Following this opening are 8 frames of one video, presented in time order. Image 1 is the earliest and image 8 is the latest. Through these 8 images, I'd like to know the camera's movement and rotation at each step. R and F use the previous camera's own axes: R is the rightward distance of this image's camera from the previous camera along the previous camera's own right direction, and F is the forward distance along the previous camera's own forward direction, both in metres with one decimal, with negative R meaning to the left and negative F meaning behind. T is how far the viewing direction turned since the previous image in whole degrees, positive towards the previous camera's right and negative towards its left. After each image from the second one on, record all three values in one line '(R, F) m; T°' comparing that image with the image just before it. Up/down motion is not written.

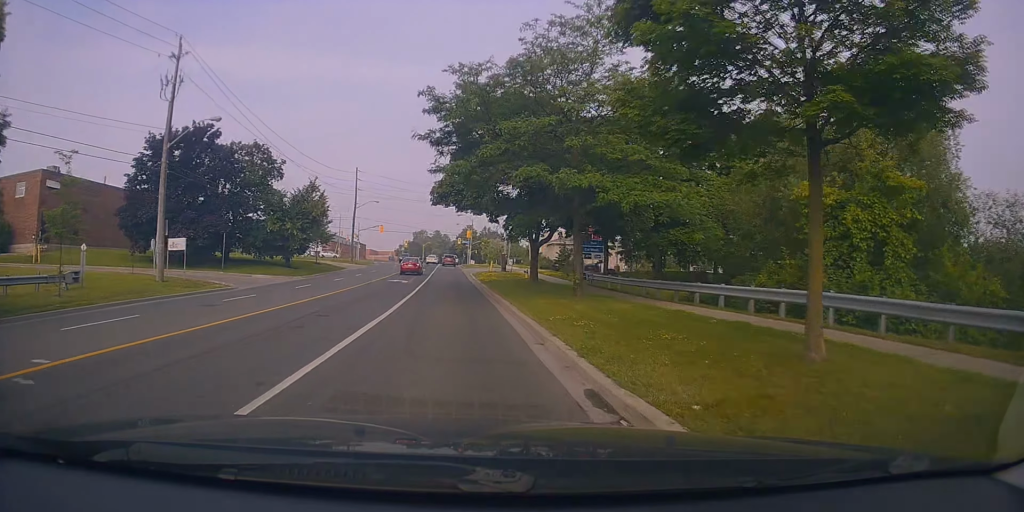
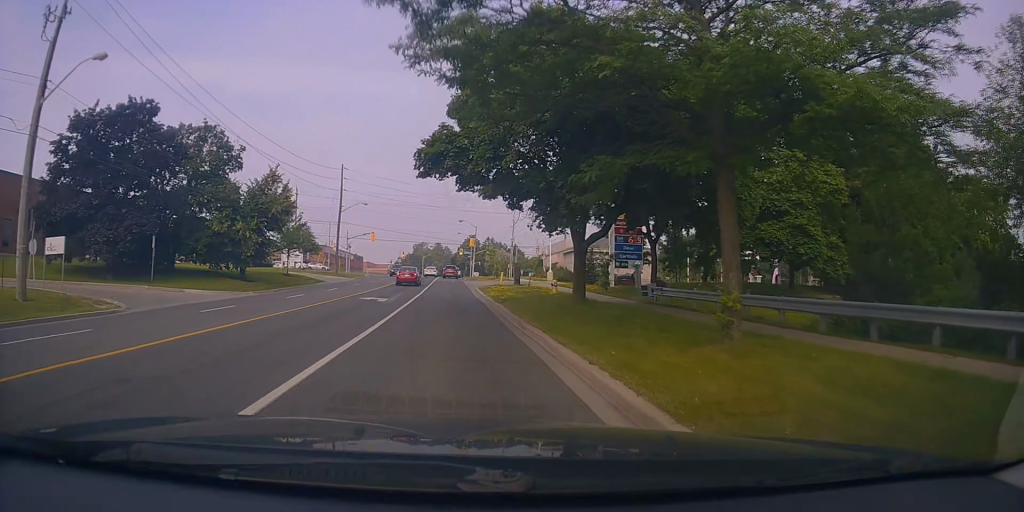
(-0.4, +11.1) m; -1°
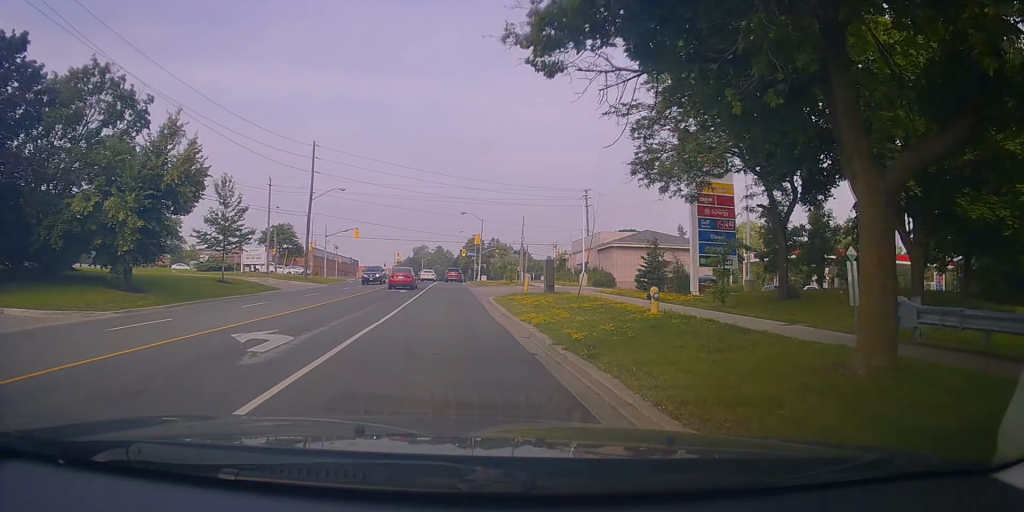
(+0.1, +14.7) m; -2°
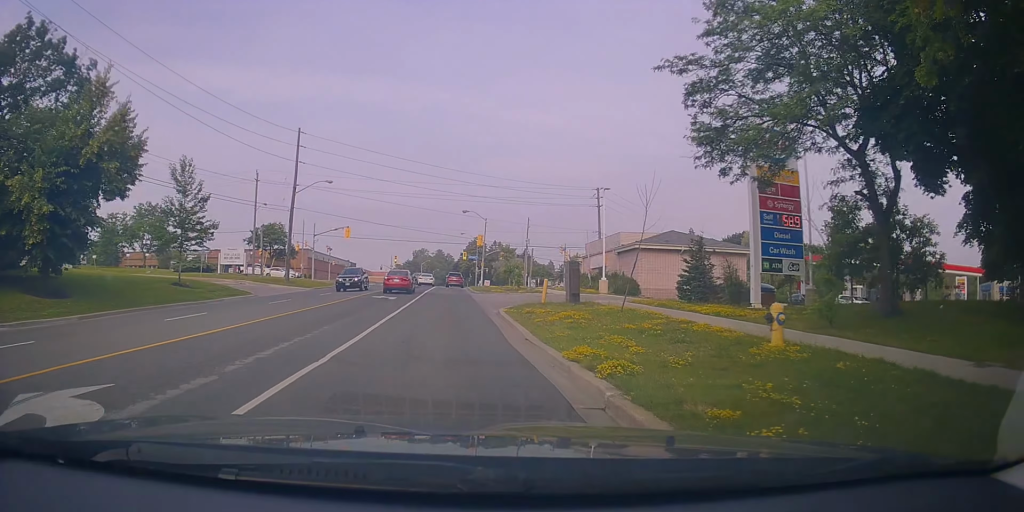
(+0.2, +6.1) m; -1°
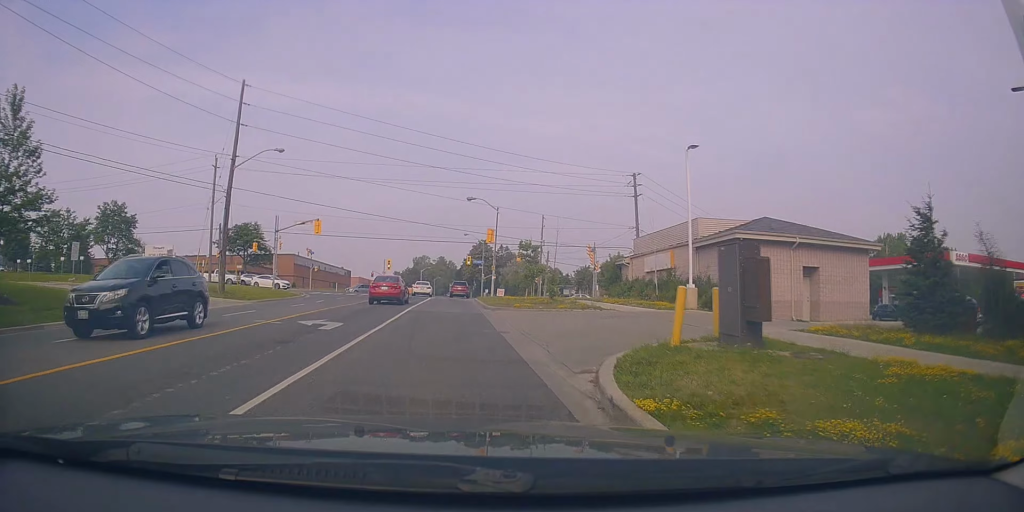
(-0.9, +14.2) m; 0°
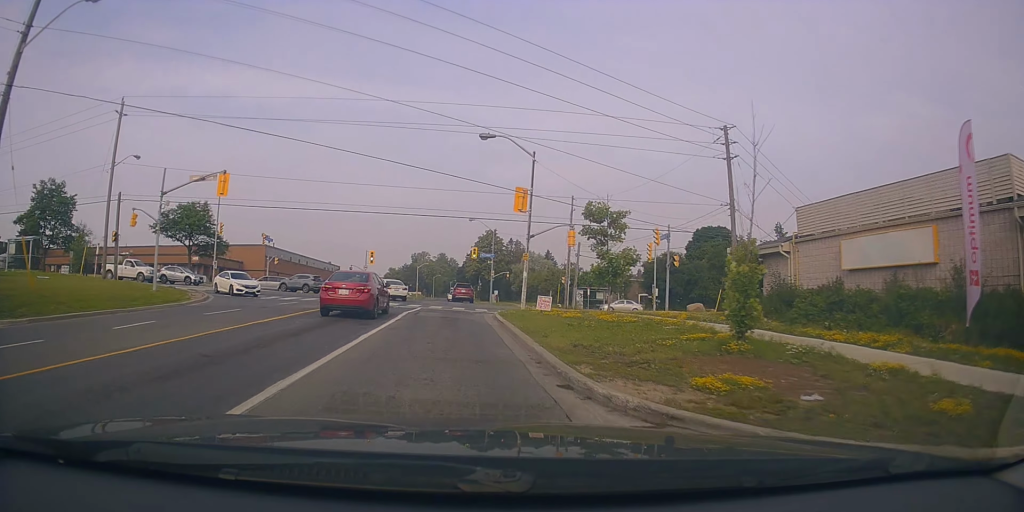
(+0.9, +20.0) m; +2°
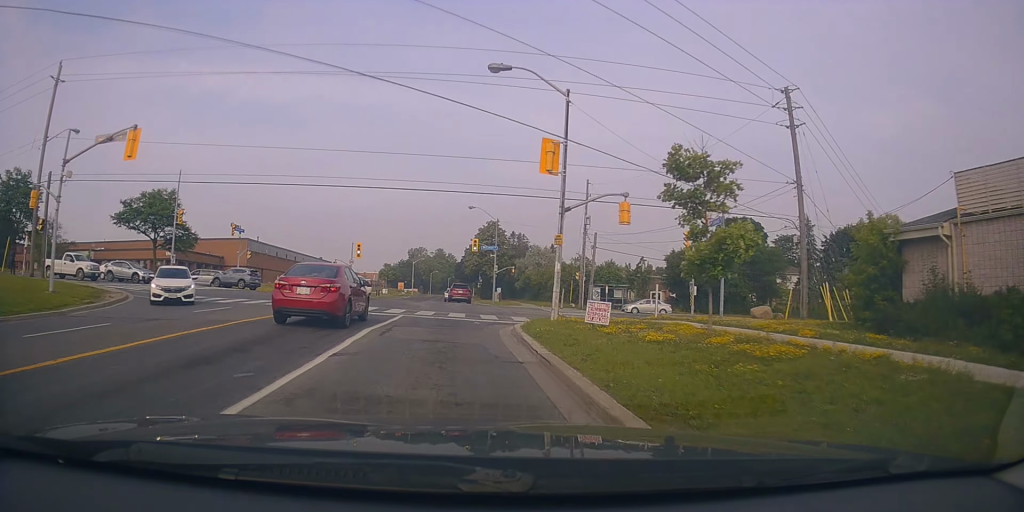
(-0.1, +8.5) m; 0°
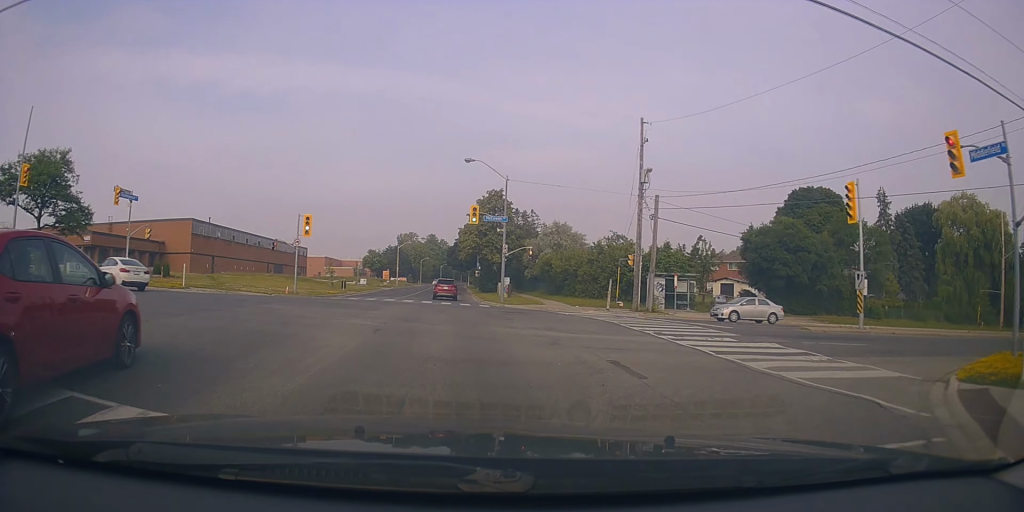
(+0.3, +19.5) m; +1°
